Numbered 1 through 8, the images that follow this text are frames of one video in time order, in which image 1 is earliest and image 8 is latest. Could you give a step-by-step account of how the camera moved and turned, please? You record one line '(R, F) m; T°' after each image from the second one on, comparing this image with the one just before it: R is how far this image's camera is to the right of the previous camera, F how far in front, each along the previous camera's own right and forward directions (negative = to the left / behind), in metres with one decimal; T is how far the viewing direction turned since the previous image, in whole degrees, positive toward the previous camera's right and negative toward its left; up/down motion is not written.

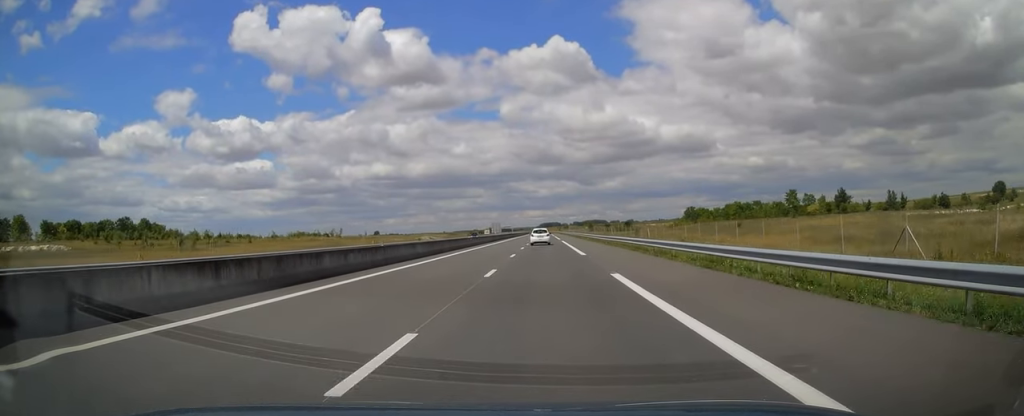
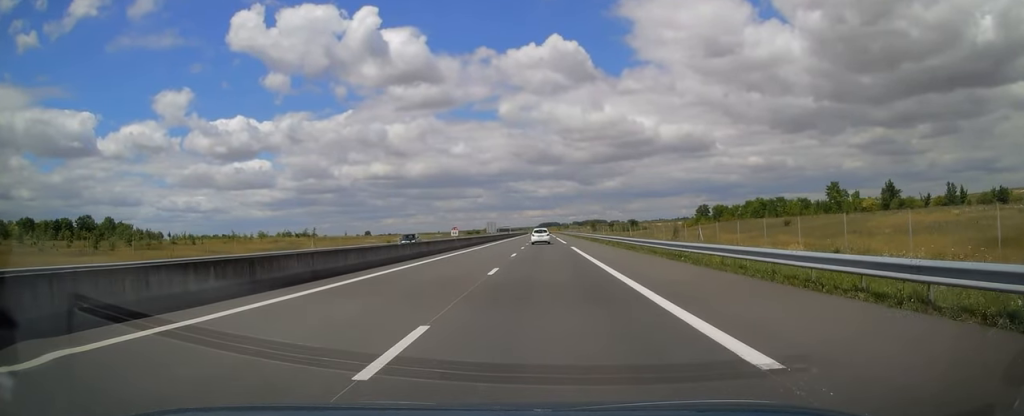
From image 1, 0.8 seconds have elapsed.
(+0.2, +25.1) m; 0°
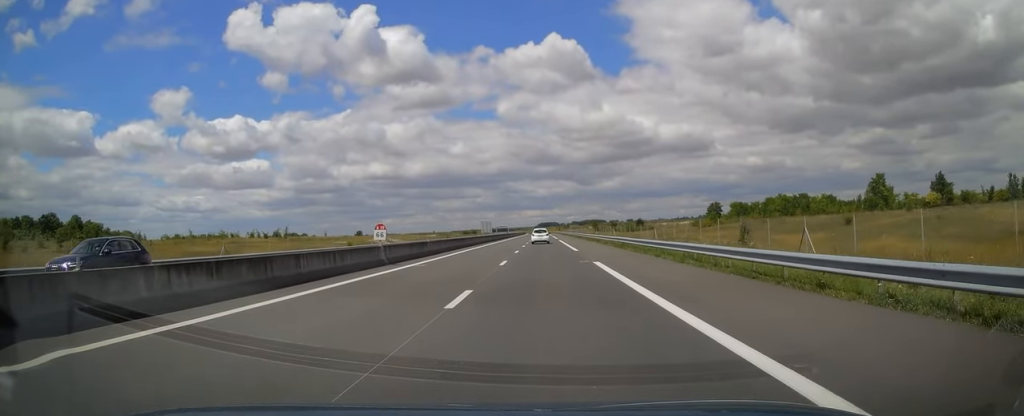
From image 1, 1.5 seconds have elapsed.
(+0.1, +20.6) m; 0°
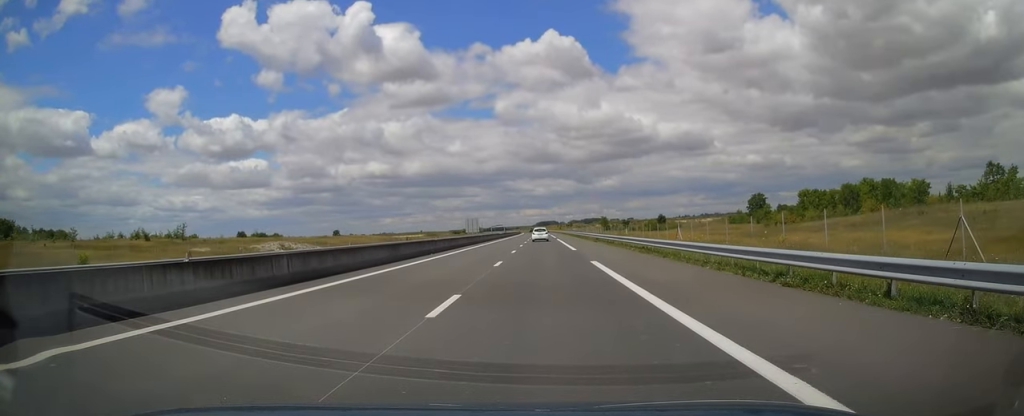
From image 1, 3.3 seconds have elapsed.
(-0.1, +52.4) m; 0°
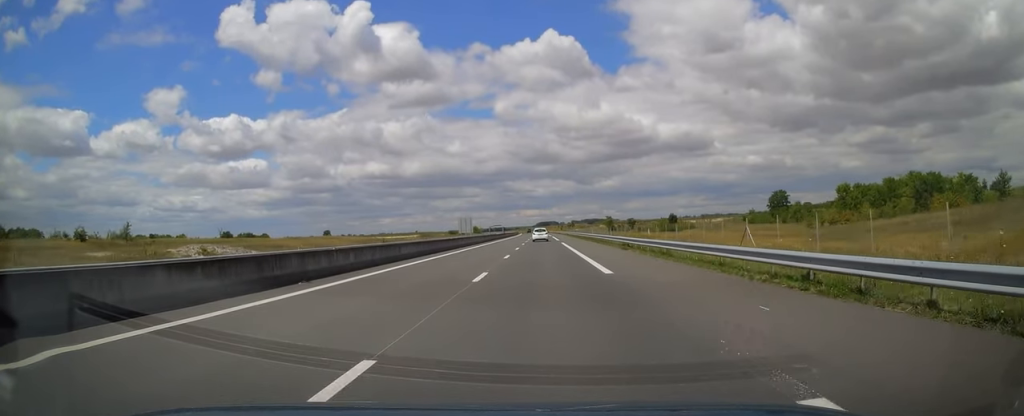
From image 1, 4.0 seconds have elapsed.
(0.0, +19.1) m; 0°
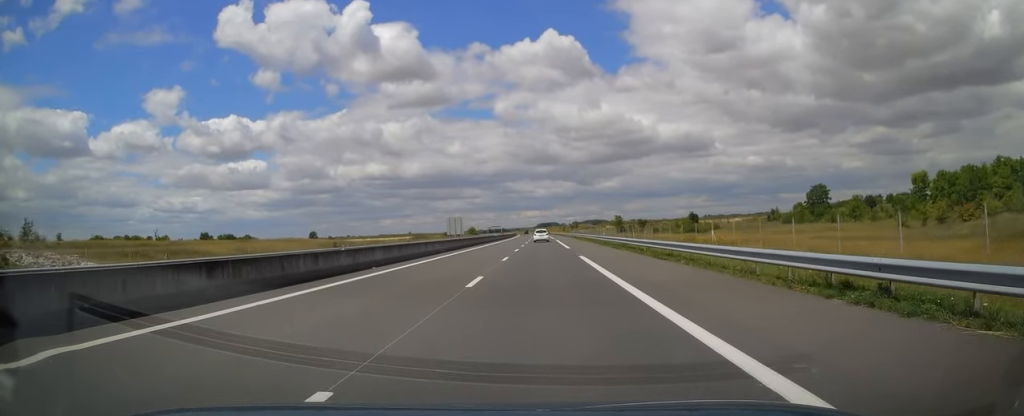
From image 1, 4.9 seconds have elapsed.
(-0.2, +27.0) m; 0°
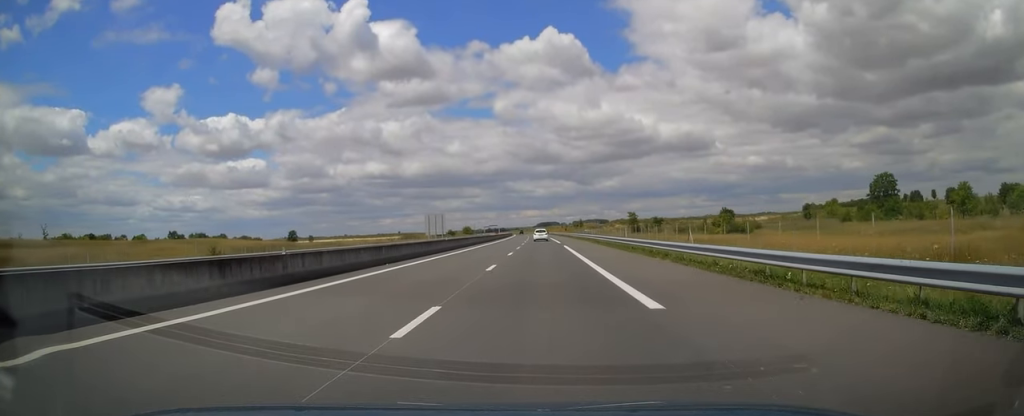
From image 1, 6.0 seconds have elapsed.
(+0.3, +32.8) m; 0°
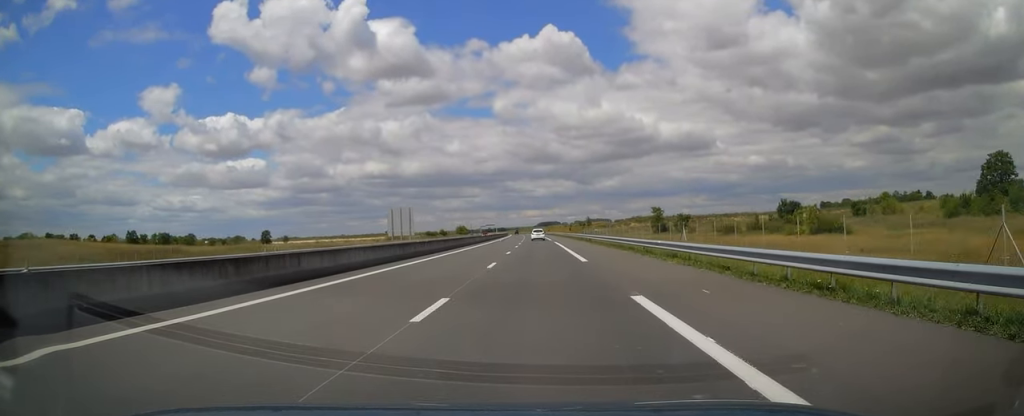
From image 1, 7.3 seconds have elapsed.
(-0.2, +37.1) m; -1°
